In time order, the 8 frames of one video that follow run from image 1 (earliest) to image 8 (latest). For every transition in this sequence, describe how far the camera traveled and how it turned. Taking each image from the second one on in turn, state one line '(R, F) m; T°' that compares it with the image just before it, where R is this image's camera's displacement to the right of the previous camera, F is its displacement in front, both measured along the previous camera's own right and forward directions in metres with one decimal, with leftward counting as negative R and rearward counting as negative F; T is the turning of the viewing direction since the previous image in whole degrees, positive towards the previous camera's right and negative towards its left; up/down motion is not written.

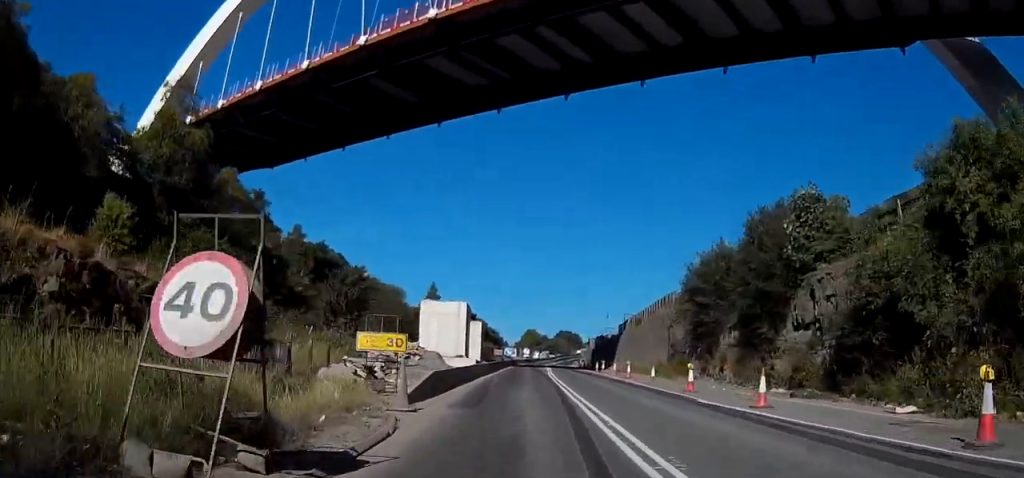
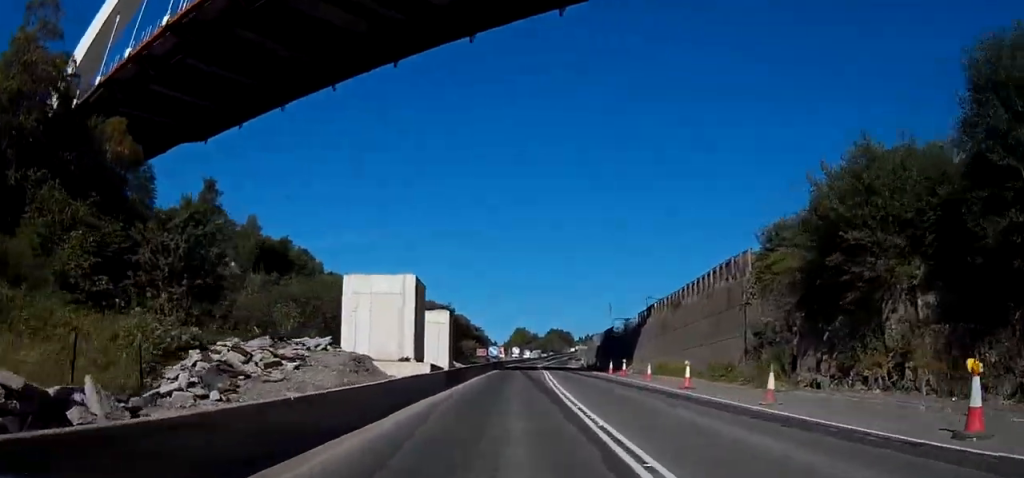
(0.0, +18.7) m; 0°
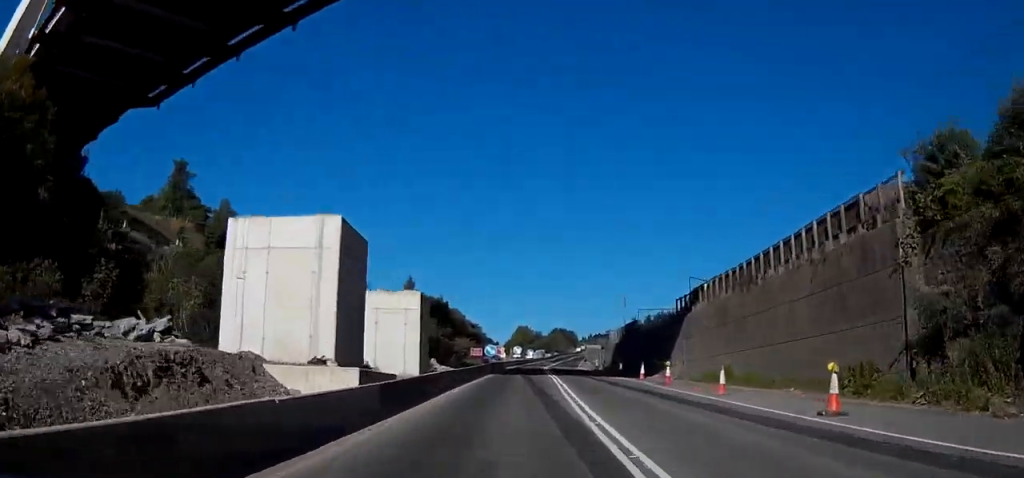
(0.0, +12.8) m; 0°
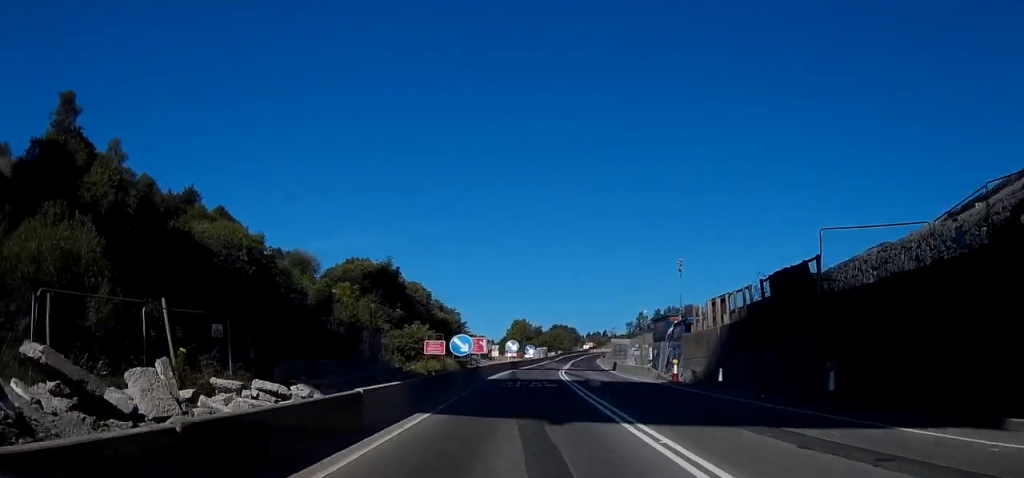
(0.0, +33.3) m; -1°
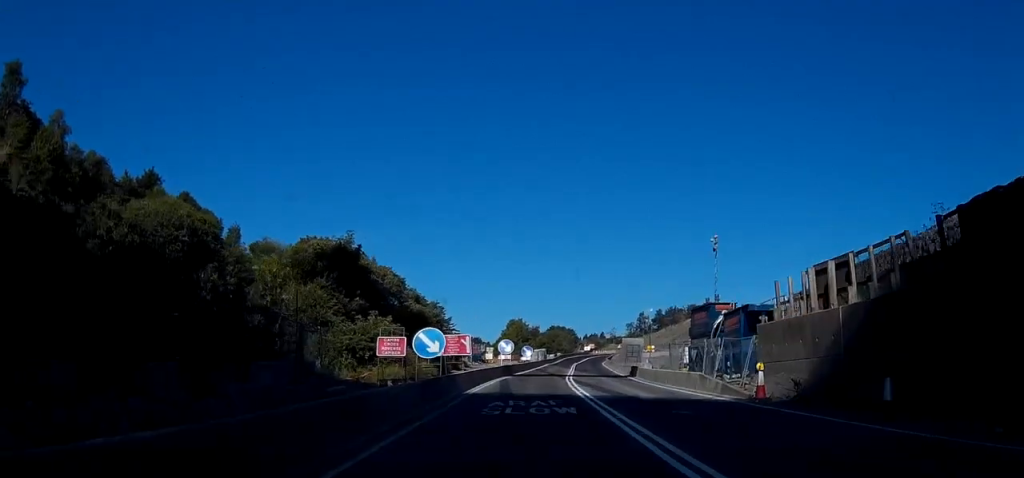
(-0.3, +11.6) m; 0°
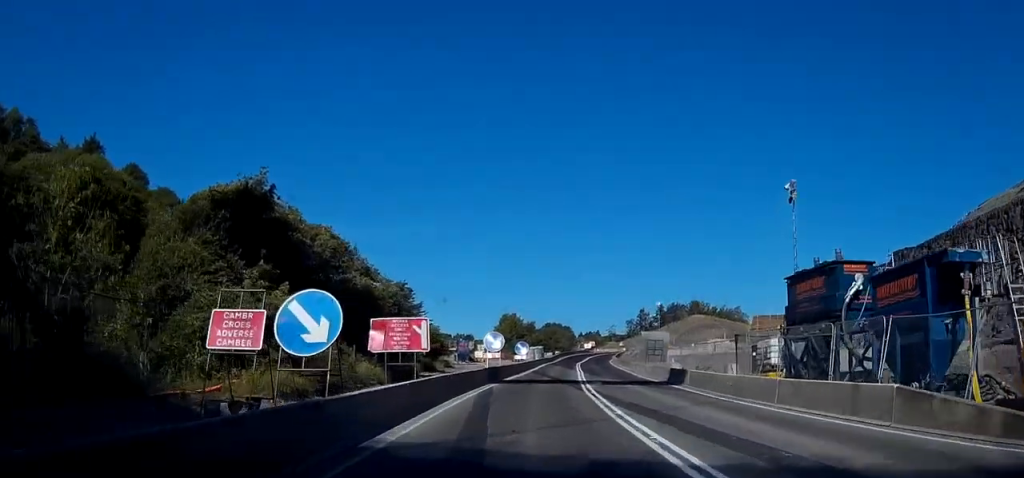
(+0.2, +14.7) m; +1°
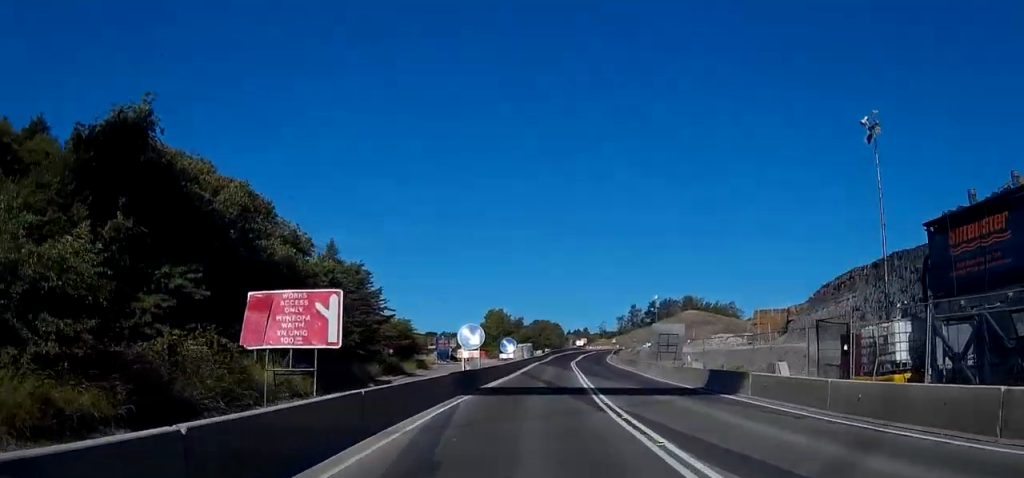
(+0.1, +9.7) m; +1°
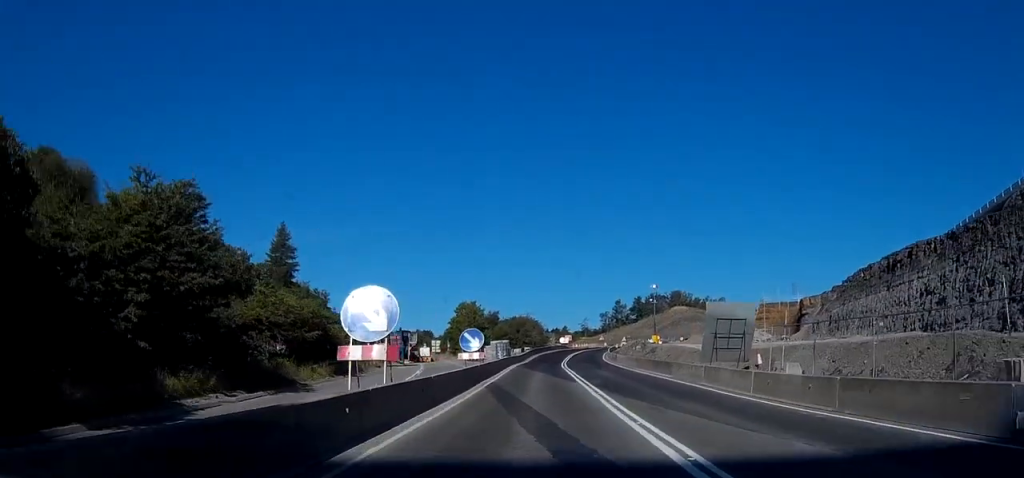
(+0.1, +19.0) m; +1°
